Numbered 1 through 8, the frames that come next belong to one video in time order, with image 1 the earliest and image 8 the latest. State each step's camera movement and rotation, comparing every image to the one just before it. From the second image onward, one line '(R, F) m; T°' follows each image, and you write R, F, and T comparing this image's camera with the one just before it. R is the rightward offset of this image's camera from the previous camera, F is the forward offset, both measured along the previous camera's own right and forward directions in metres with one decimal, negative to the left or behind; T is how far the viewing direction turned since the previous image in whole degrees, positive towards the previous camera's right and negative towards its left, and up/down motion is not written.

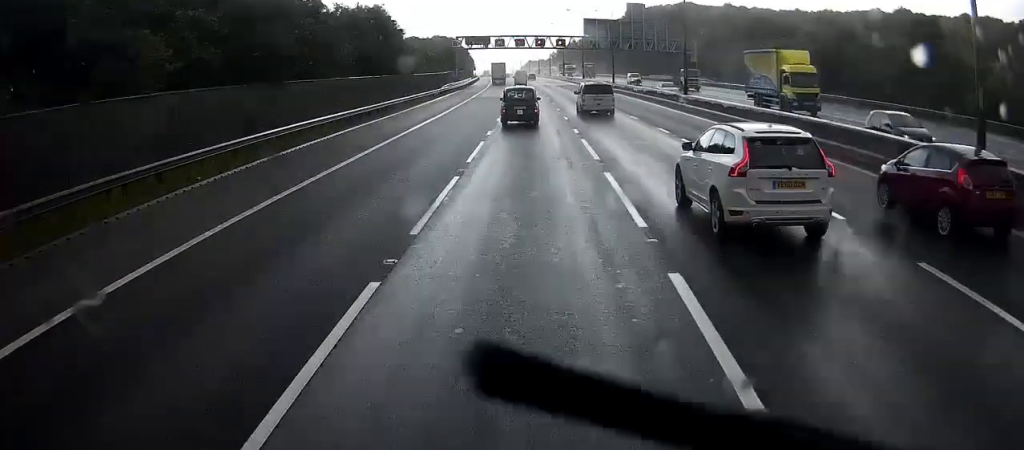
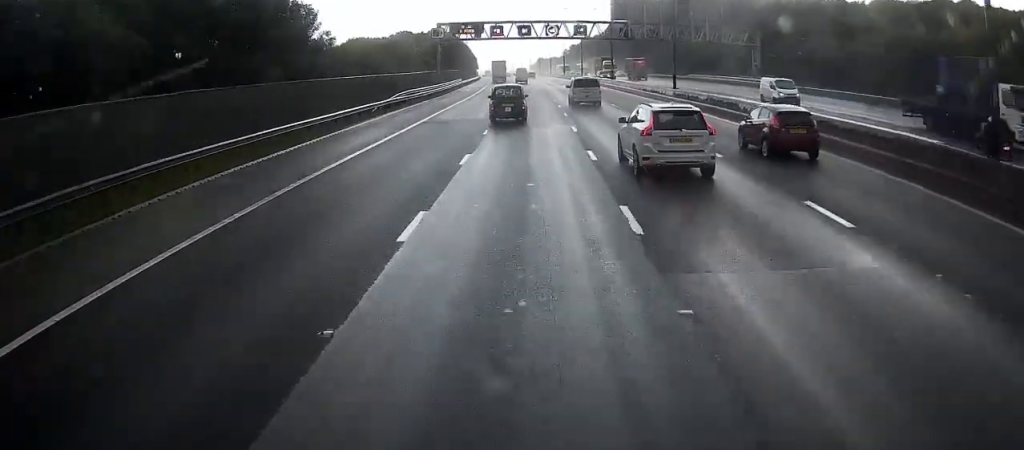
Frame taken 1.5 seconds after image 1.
(0.0, +36.8) m; 0°
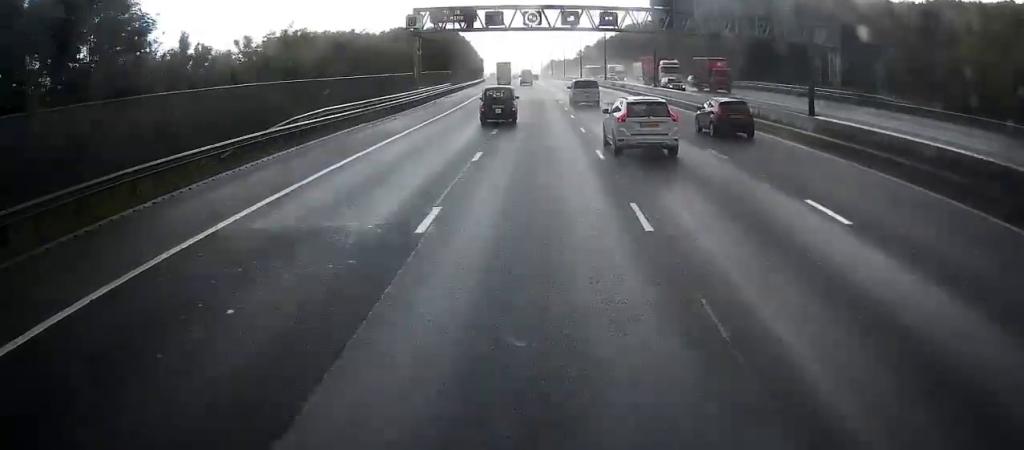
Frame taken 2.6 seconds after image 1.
(-0.1, +26.8) m; 0°
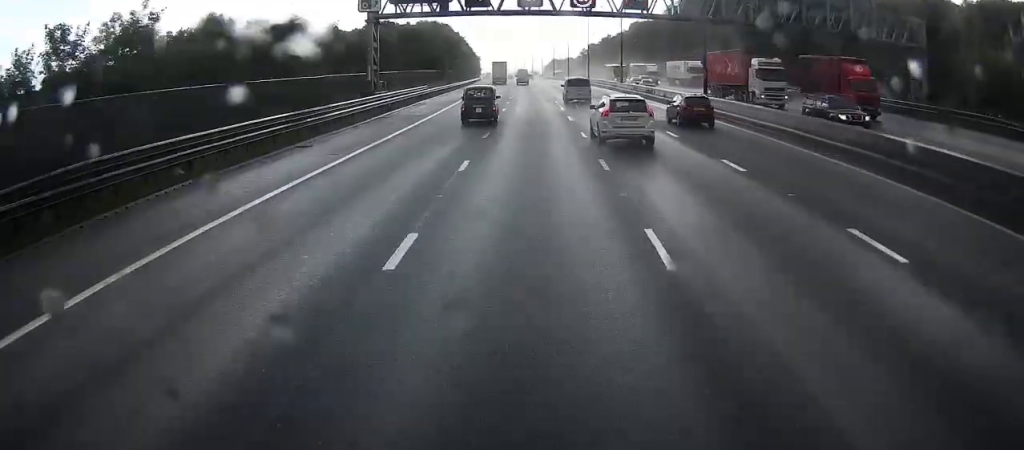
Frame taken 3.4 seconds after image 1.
(0.0, +20.3) m; -1°
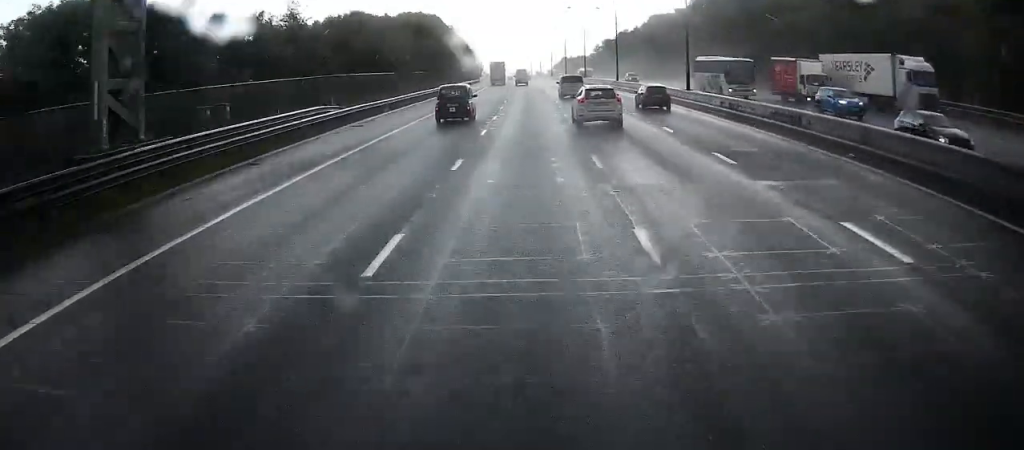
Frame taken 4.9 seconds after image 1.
(-0.6, +35.7) m; -1°
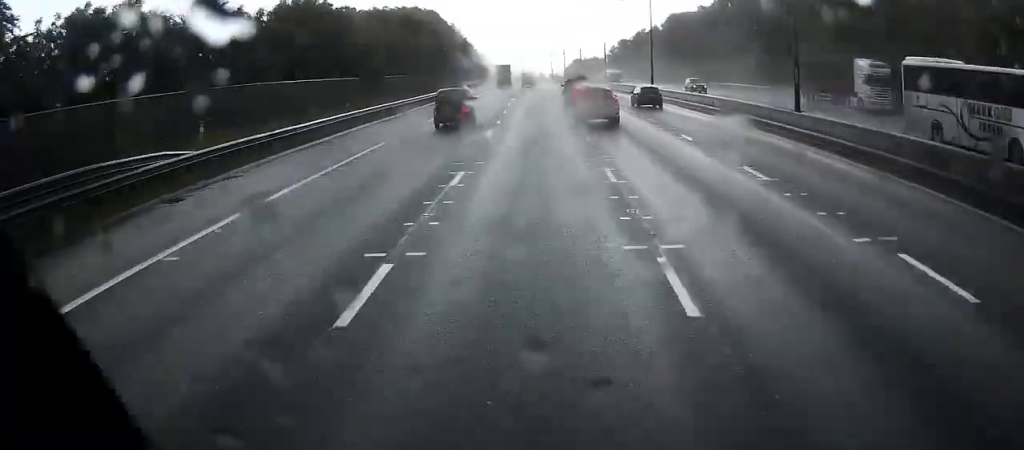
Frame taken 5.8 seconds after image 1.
(0.0, +21.1) m; 0°
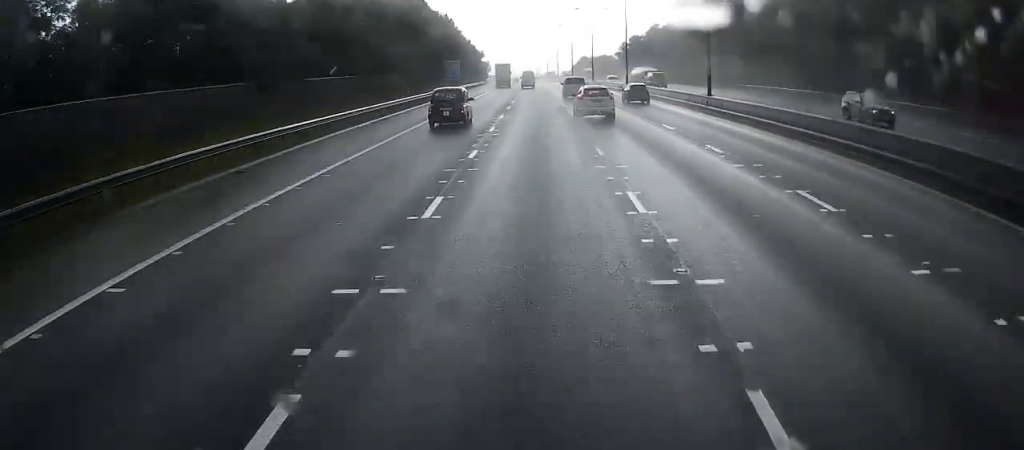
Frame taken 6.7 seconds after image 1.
(0.0, +22.0) m; 0°
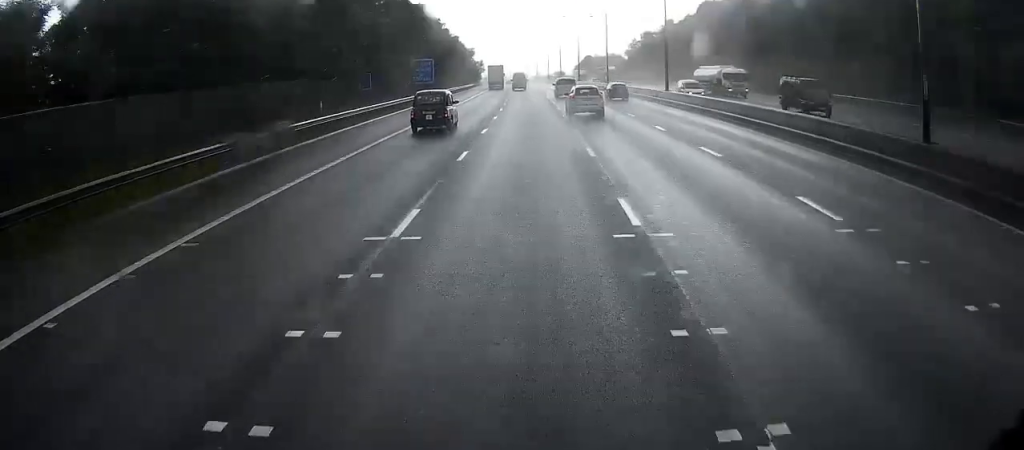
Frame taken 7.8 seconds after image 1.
(-0.2, +27.8) m; -1°
